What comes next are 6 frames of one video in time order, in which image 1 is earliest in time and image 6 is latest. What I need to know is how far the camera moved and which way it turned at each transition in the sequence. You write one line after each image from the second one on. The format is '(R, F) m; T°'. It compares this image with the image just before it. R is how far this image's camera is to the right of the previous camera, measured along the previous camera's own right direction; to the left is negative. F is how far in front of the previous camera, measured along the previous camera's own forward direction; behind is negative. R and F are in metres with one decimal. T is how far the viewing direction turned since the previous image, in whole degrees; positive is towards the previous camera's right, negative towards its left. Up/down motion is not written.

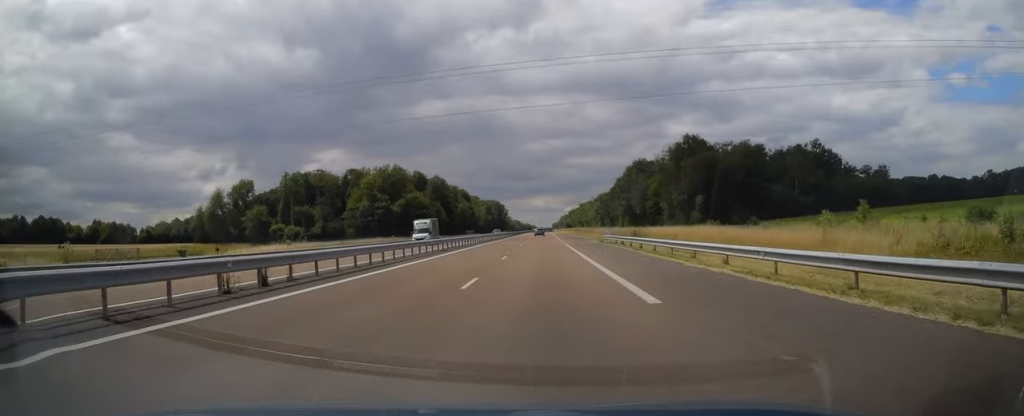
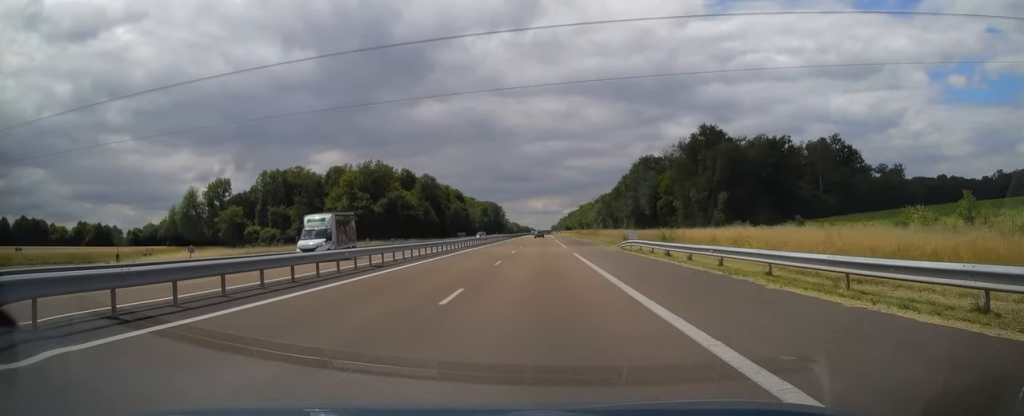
(0.0, +15.7) m; 0°
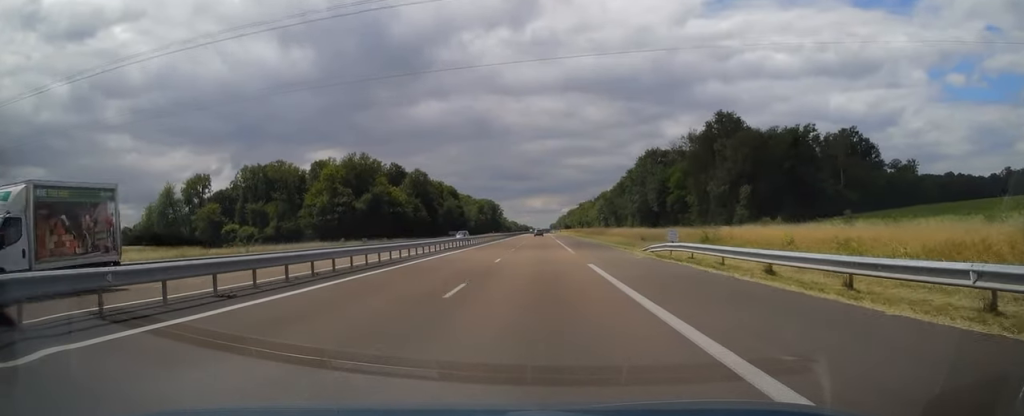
(0.0, +12.2) m; 0°
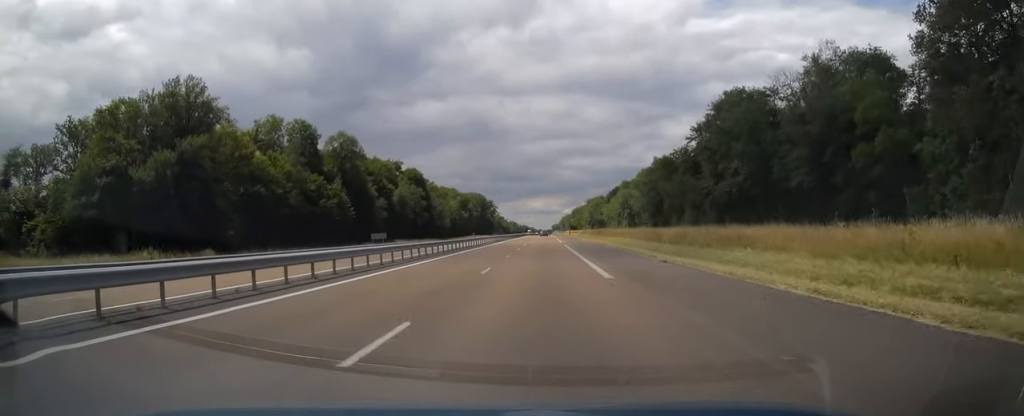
(+0.1, +71.9) m; 0°
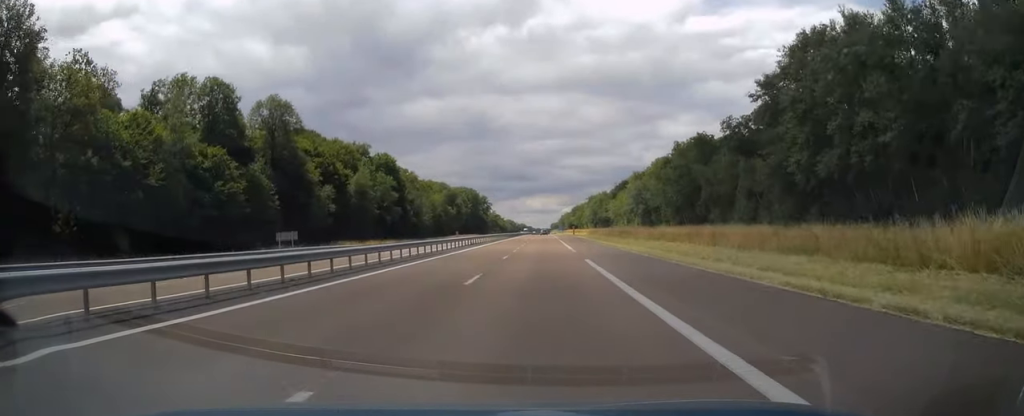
(+0.1, +30.3) m; 0°
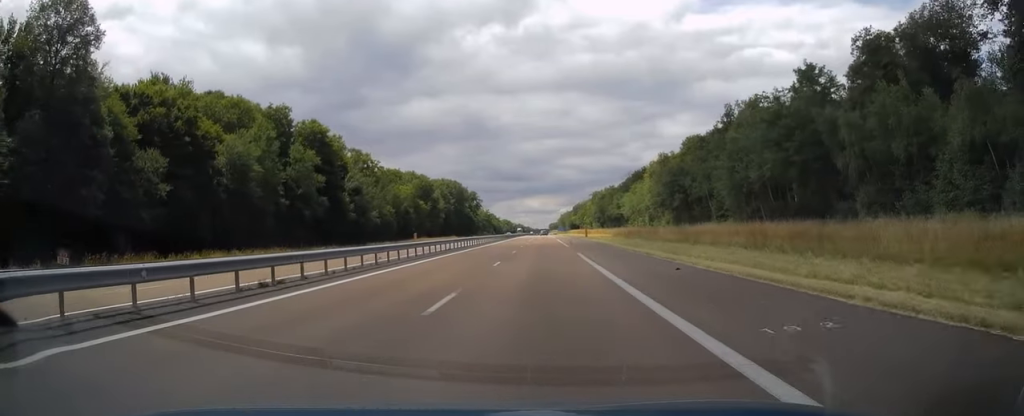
(+0.1, +44.5) m; 0°
